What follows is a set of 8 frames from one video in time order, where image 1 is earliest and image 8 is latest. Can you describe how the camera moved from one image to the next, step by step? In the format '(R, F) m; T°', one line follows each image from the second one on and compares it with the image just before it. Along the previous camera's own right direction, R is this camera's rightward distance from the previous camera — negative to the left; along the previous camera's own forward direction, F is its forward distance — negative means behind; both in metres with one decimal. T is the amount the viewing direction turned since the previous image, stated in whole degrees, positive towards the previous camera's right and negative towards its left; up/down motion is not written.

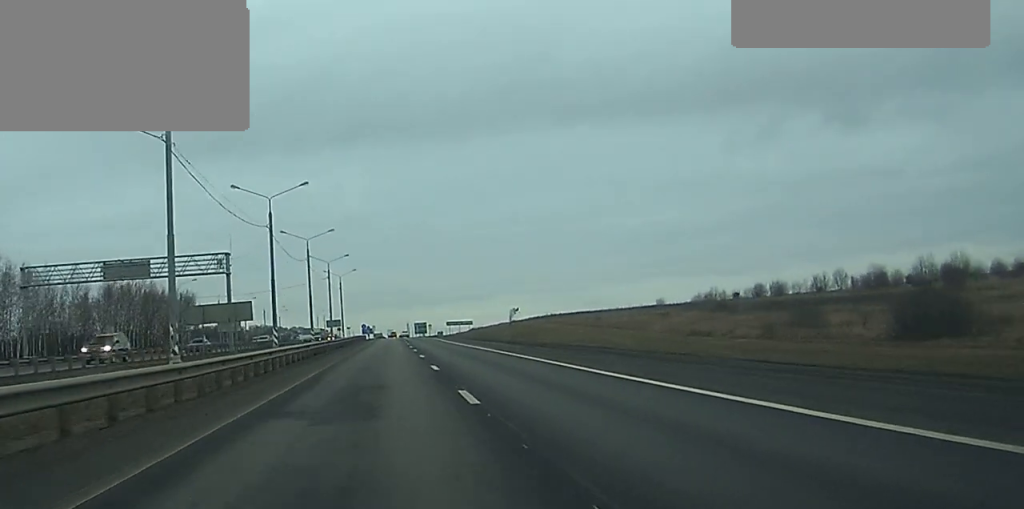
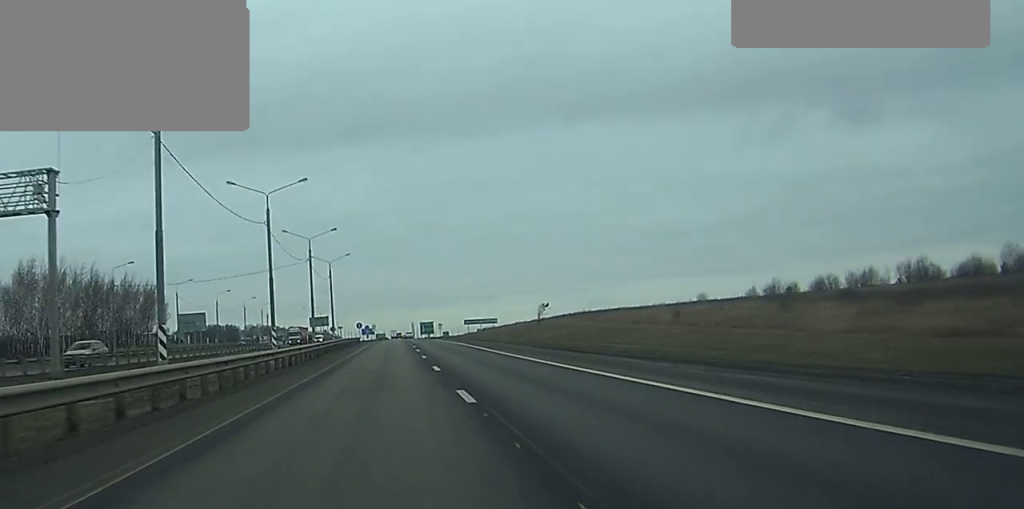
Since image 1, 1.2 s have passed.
(0.0, +36.1) m; 0°
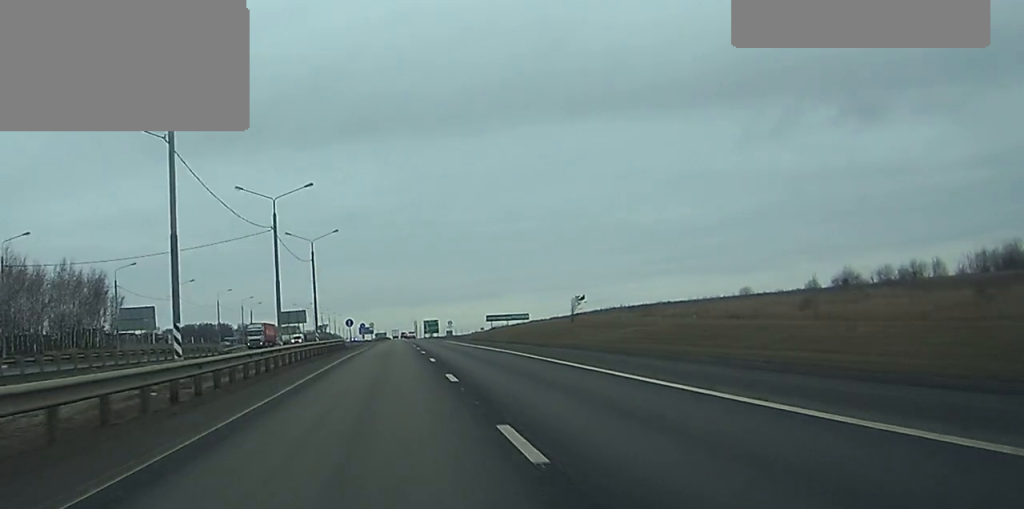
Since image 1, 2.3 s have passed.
(-0.2, +31.4) m; -1°
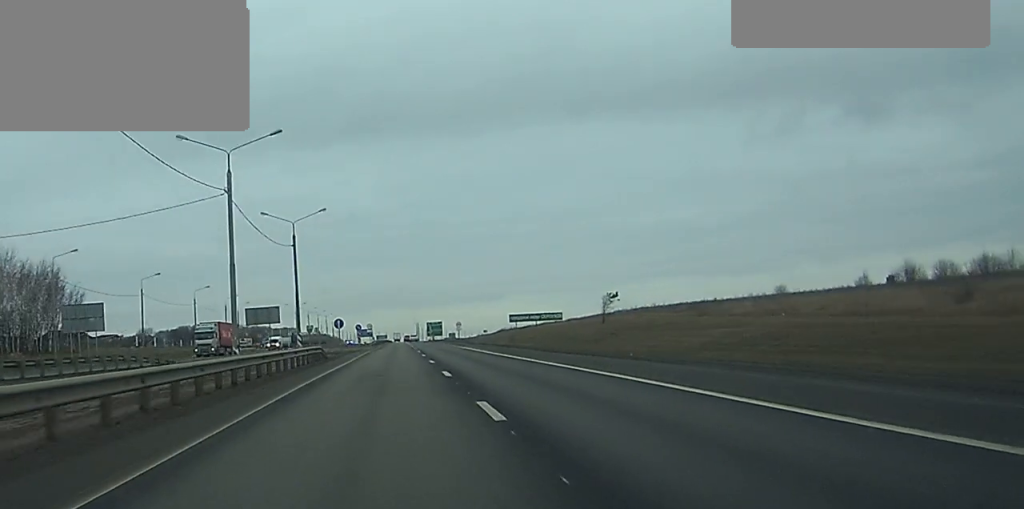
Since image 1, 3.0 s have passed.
(-0.1, +20.6) m; 0°
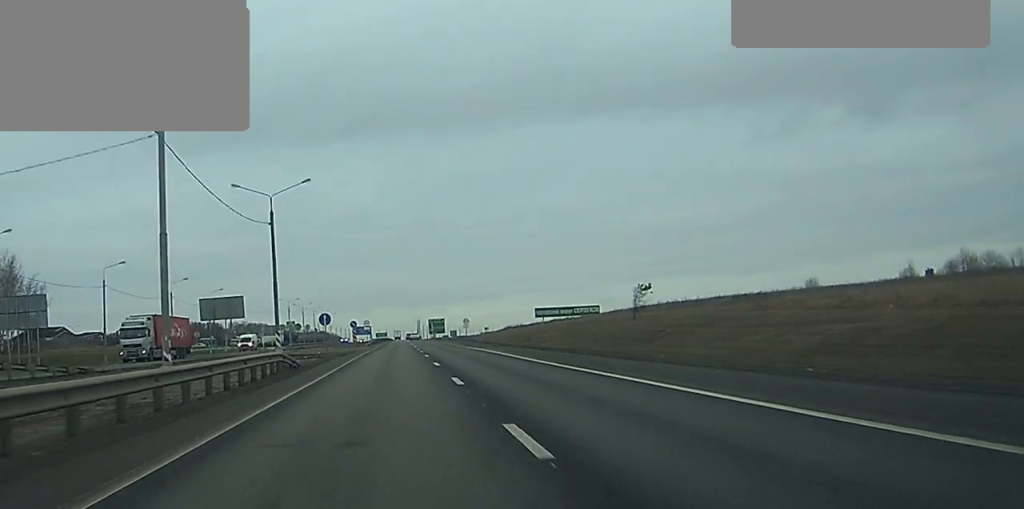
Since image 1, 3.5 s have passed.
(0.0, +15.7) m; +1°
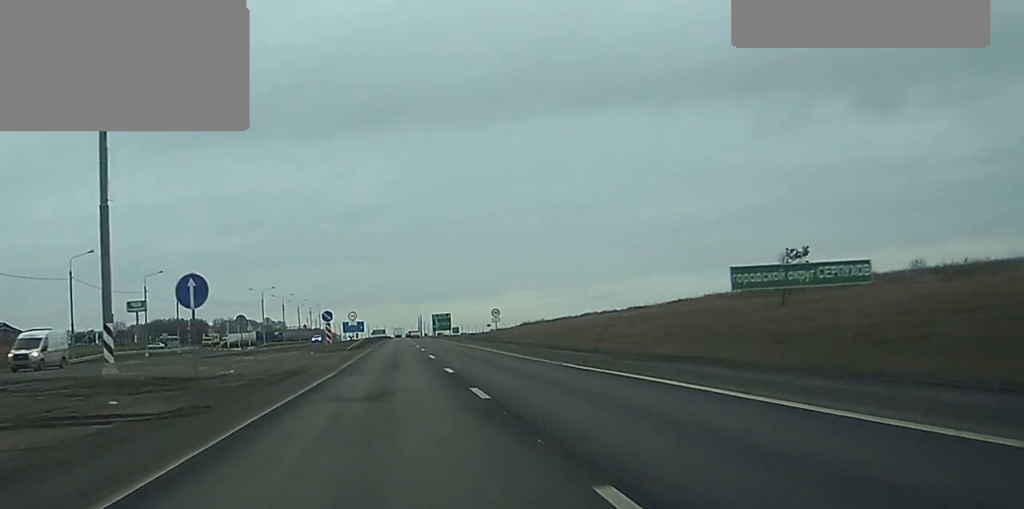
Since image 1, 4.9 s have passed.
(+0.9, +40.8) m; +1°
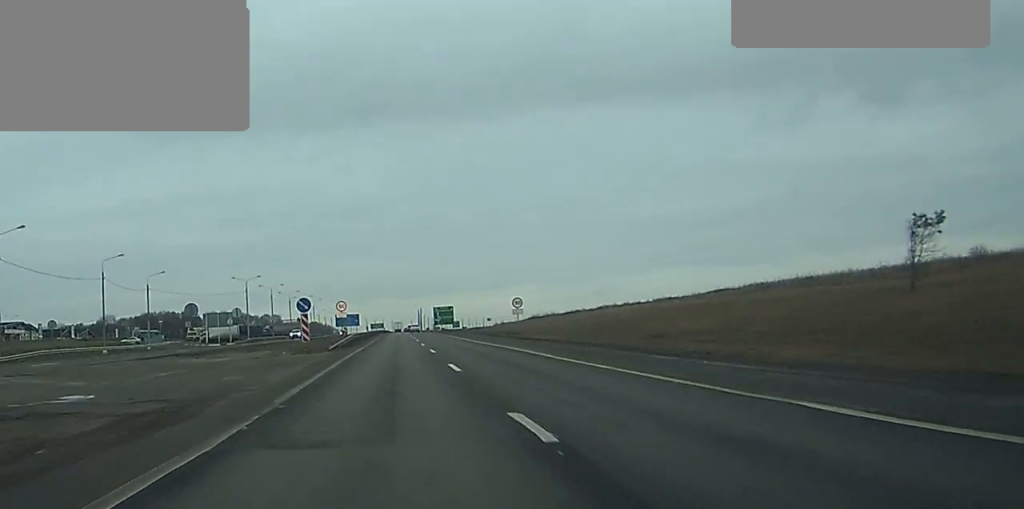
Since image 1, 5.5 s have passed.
(-0.3, +17.4) m; -1°
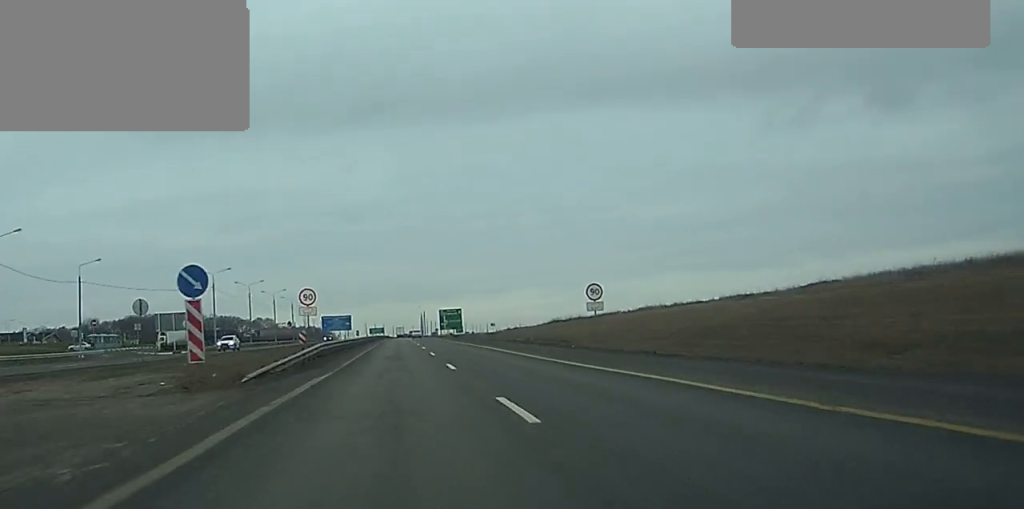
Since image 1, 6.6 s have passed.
(-0.2, +30.0) m; 0°
